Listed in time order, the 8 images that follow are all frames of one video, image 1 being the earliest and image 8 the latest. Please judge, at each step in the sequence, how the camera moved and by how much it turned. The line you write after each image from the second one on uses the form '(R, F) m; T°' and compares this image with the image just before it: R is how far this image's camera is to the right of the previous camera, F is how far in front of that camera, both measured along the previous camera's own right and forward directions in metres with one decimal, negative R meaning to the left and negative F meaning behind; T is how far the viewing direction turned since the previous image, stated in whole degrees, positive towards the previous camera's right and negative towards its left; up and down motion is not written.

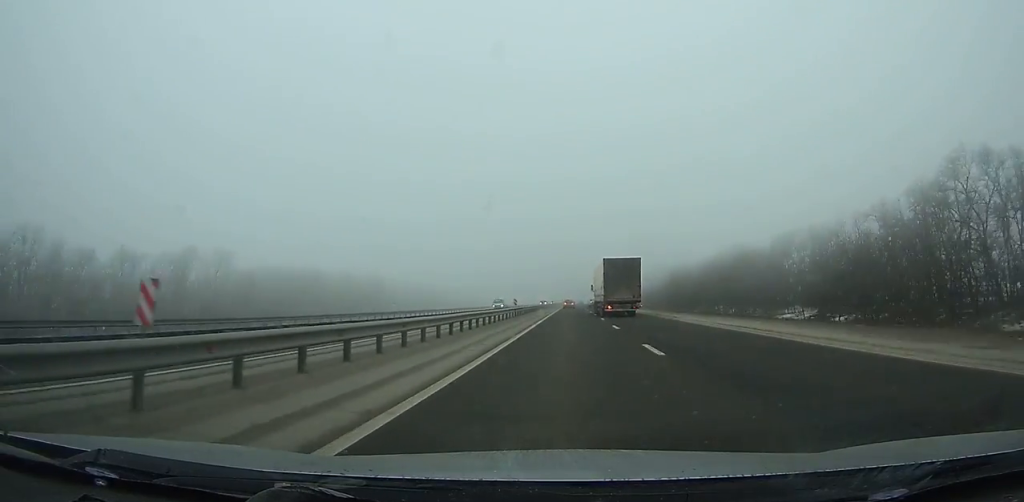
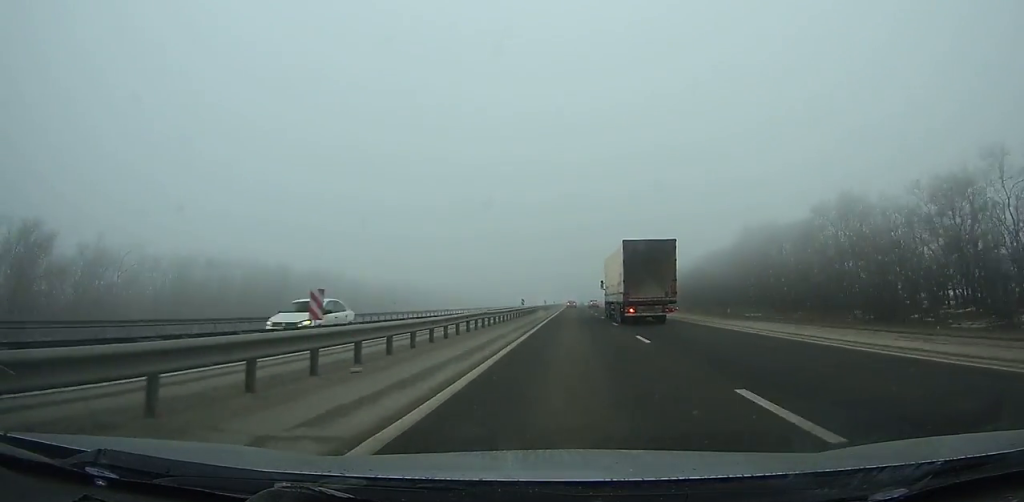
(-0.3, +118.0) m; 0°
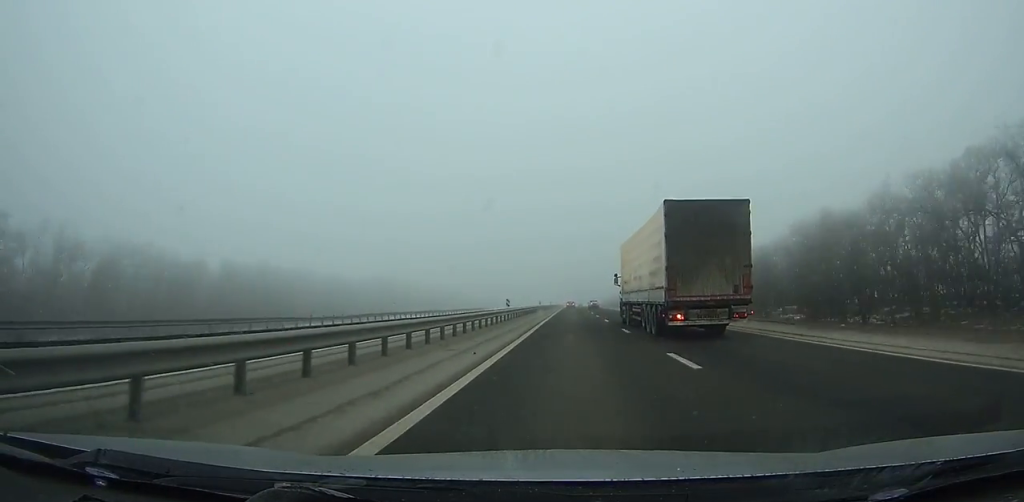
(+0.1, +90.9) m; 0°
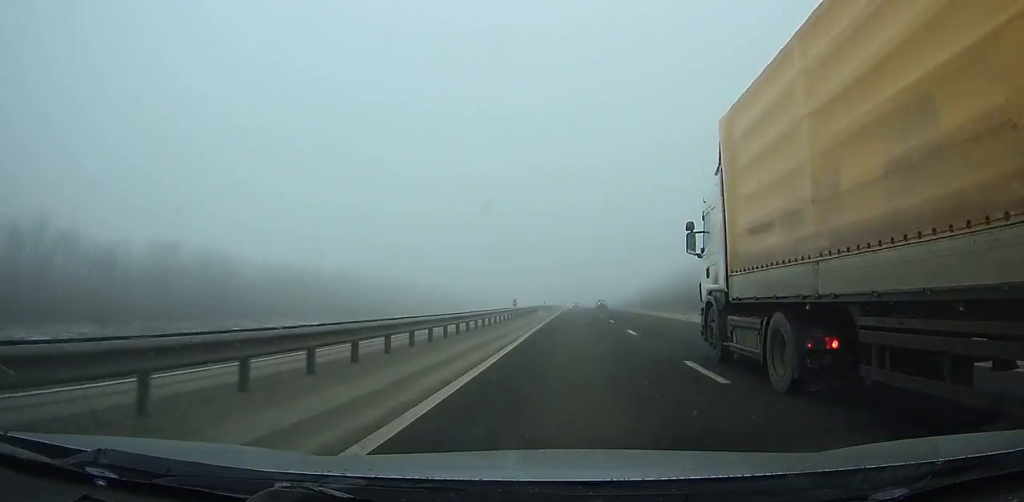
(-0.1, +158.5) m; 0°
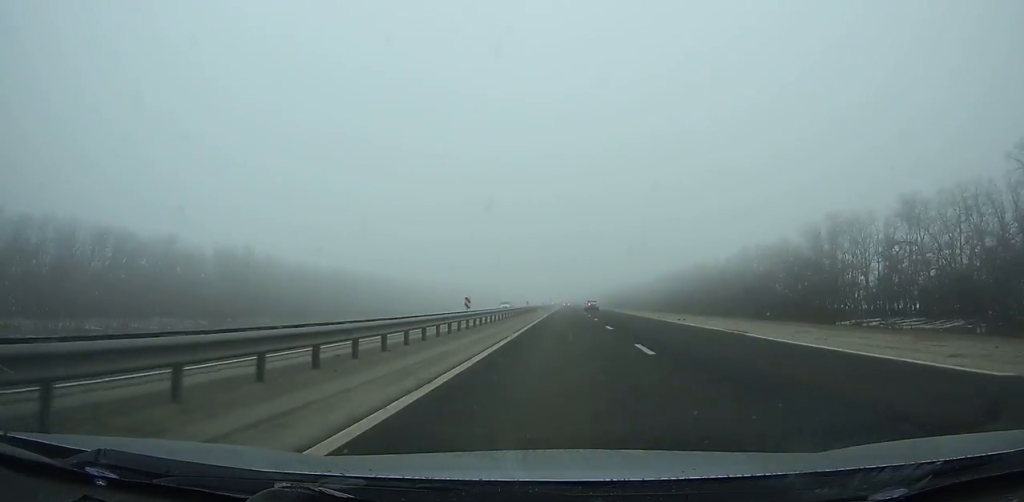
(+0.4, +173.6) m; +1°
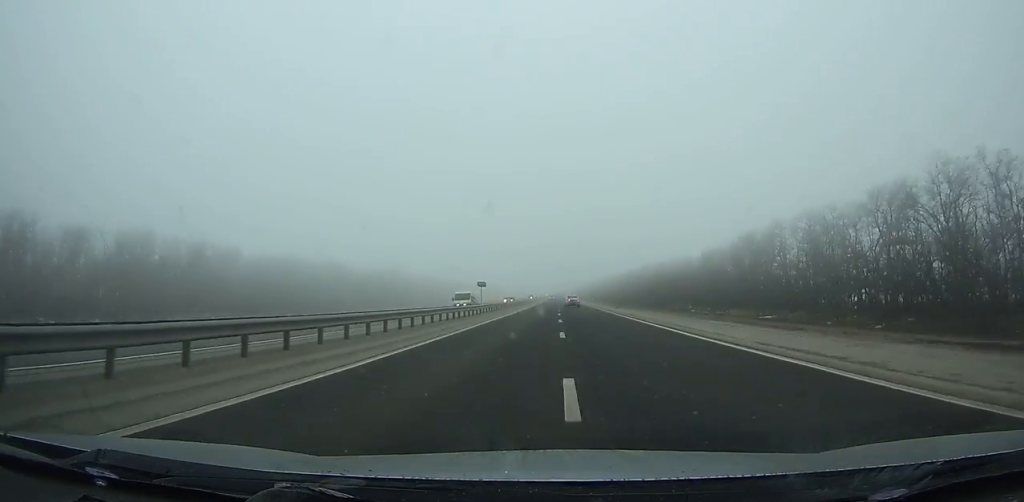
(+0.9, +102.5) m; 0°
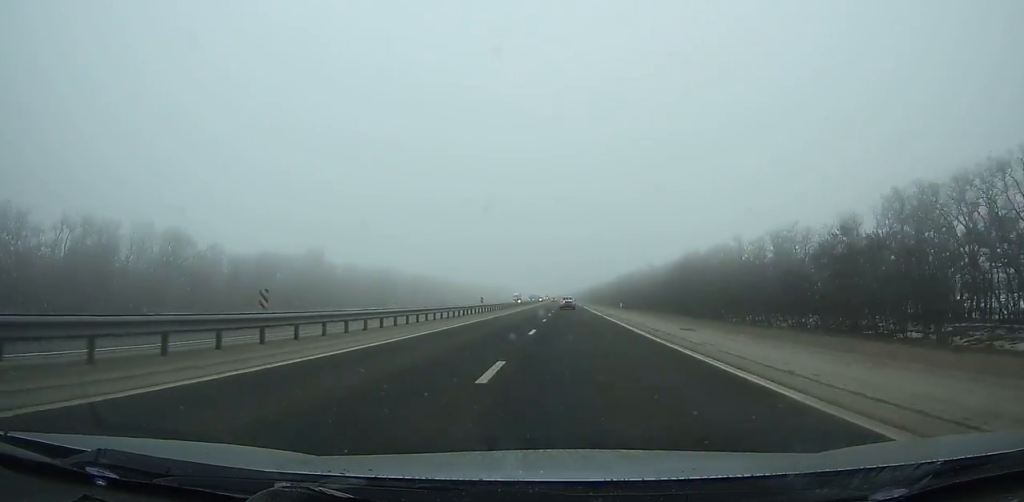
(-0.4, +68.2) m; 0°
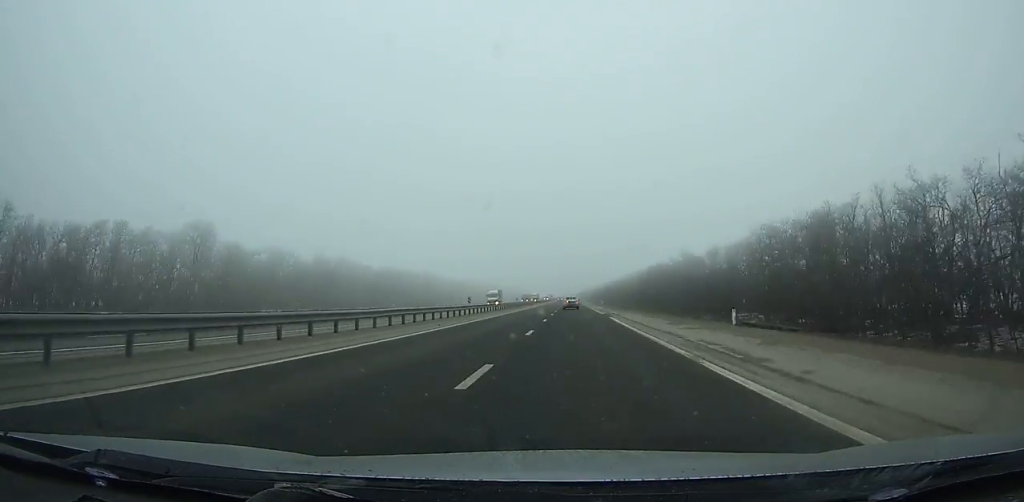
(-0.2, +48.0) m; 0°
